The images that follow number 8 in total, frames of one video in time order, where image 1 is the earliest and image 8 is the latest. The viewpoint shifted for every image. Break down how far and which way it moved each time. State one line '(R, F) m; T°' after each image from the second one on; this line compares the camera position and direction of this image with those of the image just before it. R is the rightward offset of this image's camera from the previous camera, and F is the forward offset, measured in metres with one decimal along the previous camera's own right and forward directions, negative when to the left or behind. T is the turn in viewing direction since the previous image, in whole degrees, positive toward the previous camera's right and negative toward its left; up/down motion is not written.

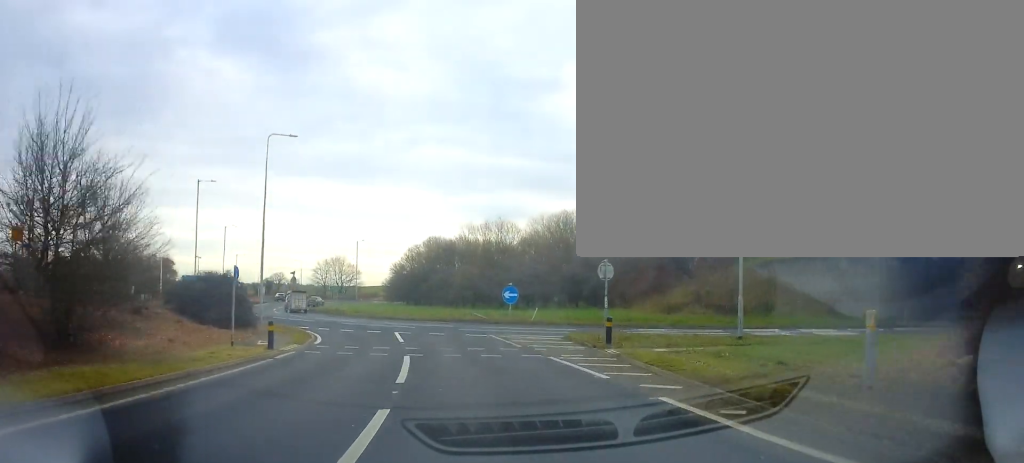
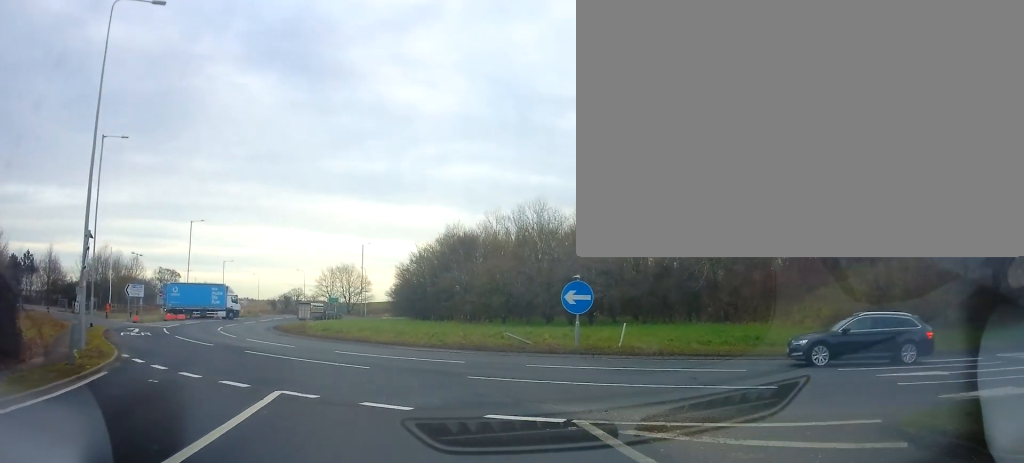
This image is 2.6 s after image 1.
(-0.6, +16.7) m; -9°
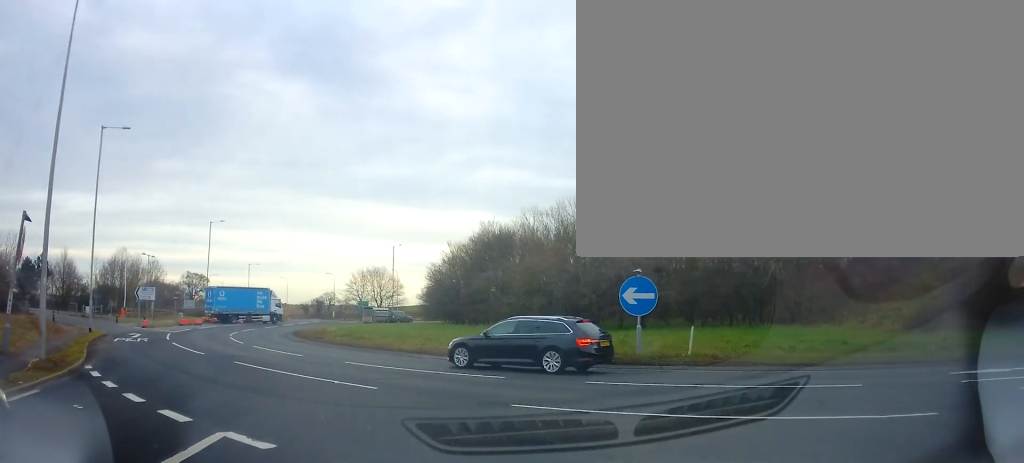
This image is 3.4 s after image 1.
(-0.1, +3.6) m; -4°
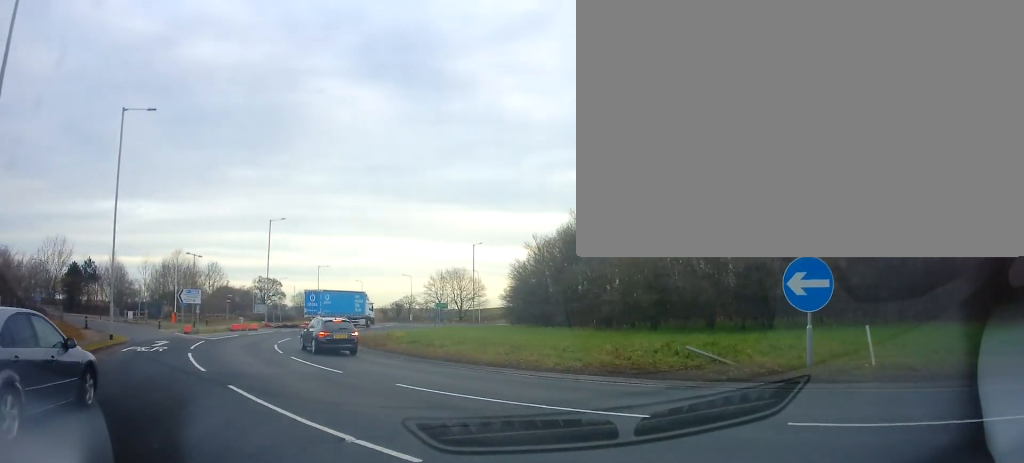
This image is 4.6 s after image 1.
(-0.5, +5.8) m; -10°
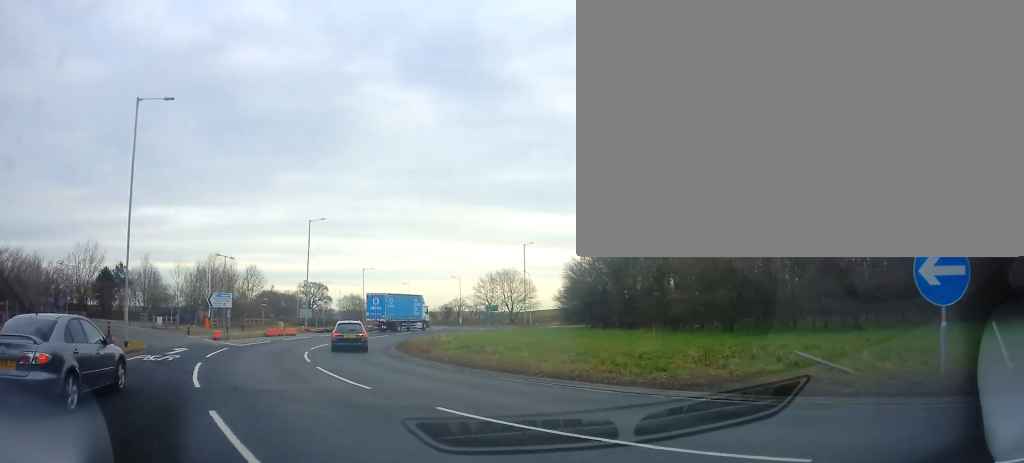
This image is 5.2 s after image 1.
(0.0, +3.2) m; -5°
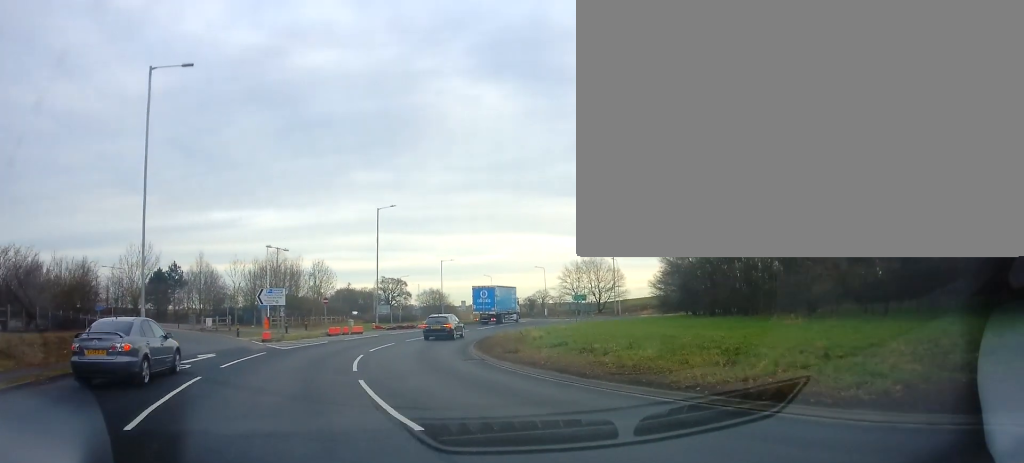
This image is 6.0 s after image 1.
(-0.5, +5.8) m; -3°
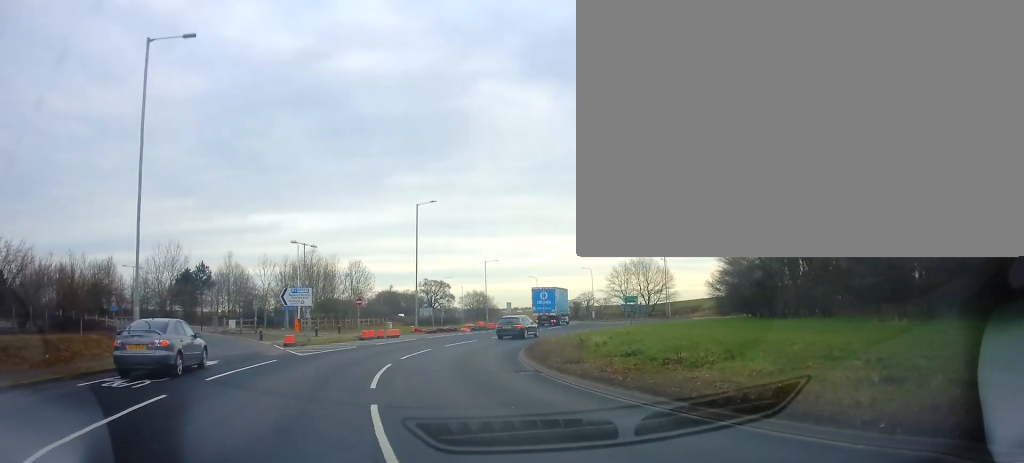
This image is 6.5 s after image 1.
(0.0, +3.9) m; 0°
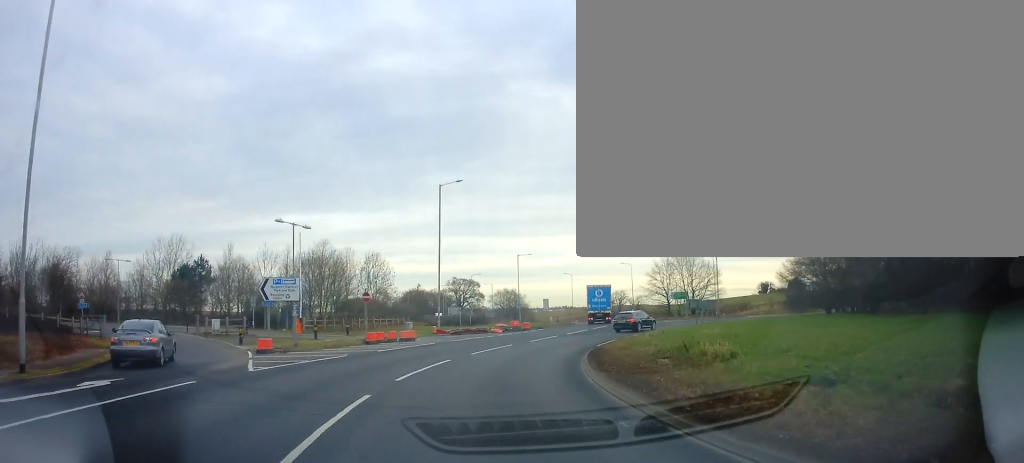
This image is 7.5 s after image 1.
(+0.1, +8.1) m; +1°
